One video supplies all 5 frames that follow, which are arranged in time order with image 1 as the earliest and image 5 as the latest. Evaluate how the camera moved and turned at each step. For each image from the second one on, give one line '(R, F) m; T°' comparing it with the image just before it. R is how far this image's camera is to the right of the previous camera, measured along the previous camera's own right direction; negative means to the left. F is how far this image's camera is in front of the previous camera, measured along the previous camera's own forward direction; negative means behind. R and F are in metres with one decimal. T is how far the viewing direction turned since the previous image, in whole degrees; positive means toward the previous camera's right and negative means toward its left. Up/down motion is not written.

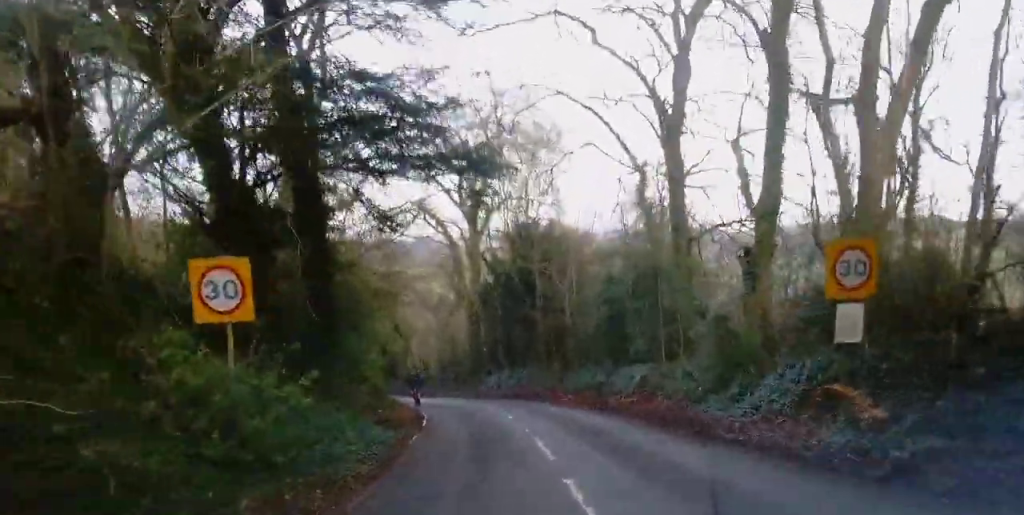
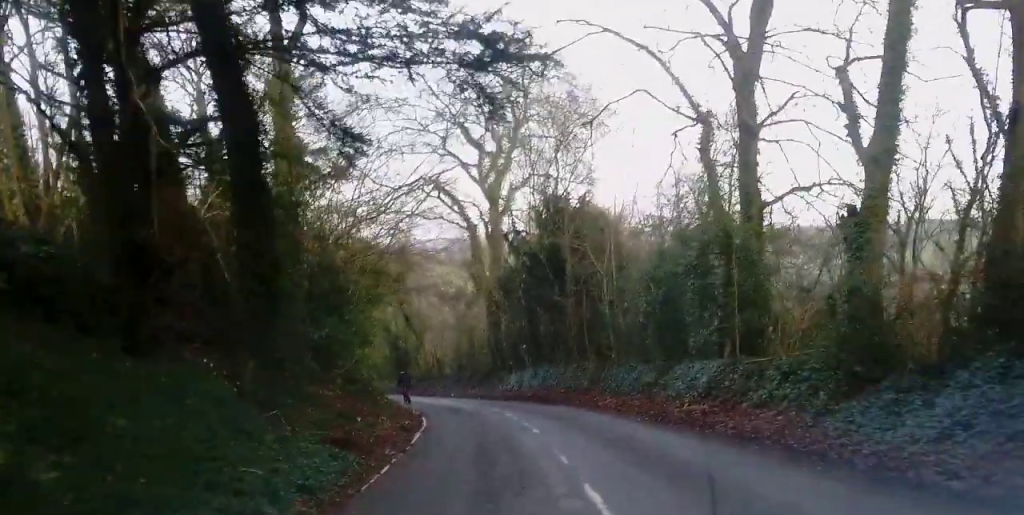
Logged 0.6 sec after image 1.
(+0.1, +5.4) m; 0°
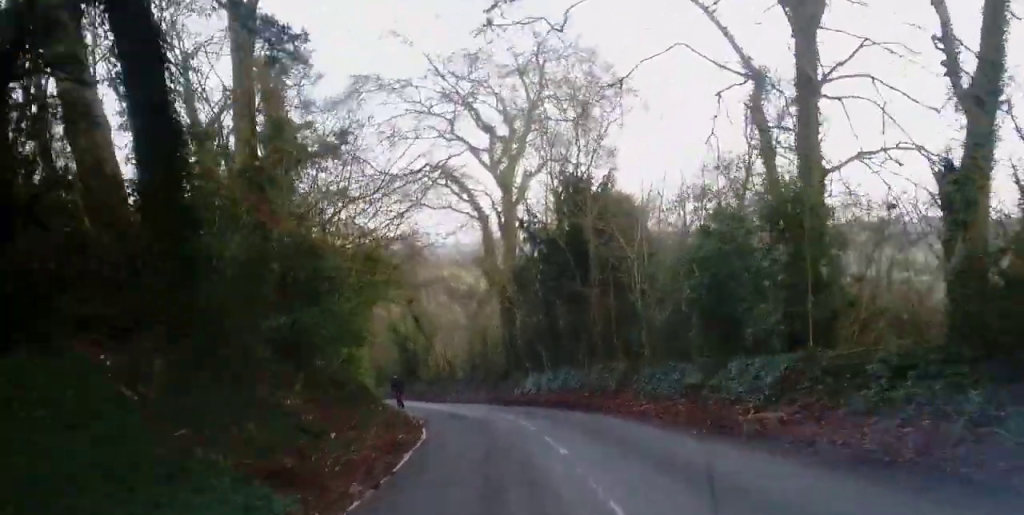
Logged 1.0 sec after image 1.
(0.0, +3.5) m; -1°
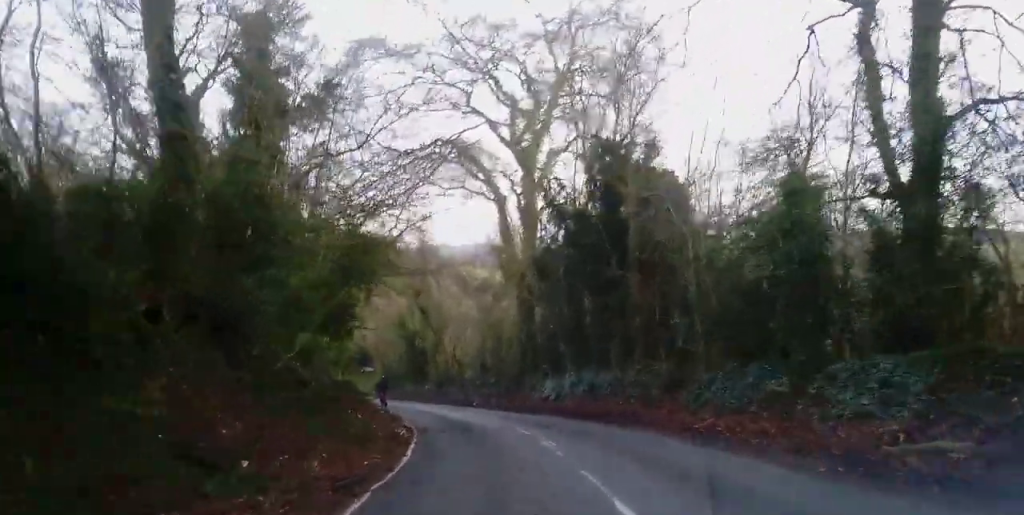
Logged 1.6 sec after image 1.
(-0.1, +4.7) m; -2°
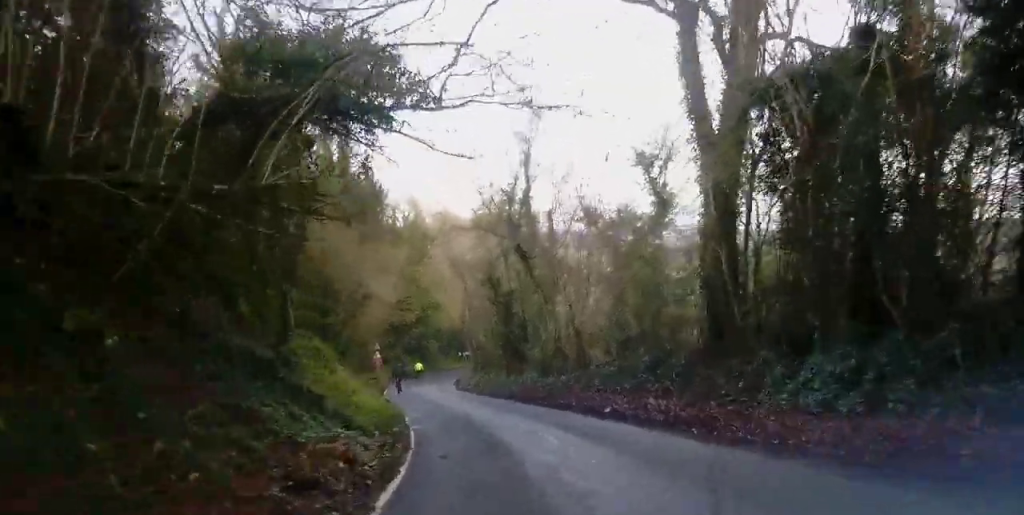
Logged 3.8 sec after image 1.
(-0.8, +18.4) m; -7°
